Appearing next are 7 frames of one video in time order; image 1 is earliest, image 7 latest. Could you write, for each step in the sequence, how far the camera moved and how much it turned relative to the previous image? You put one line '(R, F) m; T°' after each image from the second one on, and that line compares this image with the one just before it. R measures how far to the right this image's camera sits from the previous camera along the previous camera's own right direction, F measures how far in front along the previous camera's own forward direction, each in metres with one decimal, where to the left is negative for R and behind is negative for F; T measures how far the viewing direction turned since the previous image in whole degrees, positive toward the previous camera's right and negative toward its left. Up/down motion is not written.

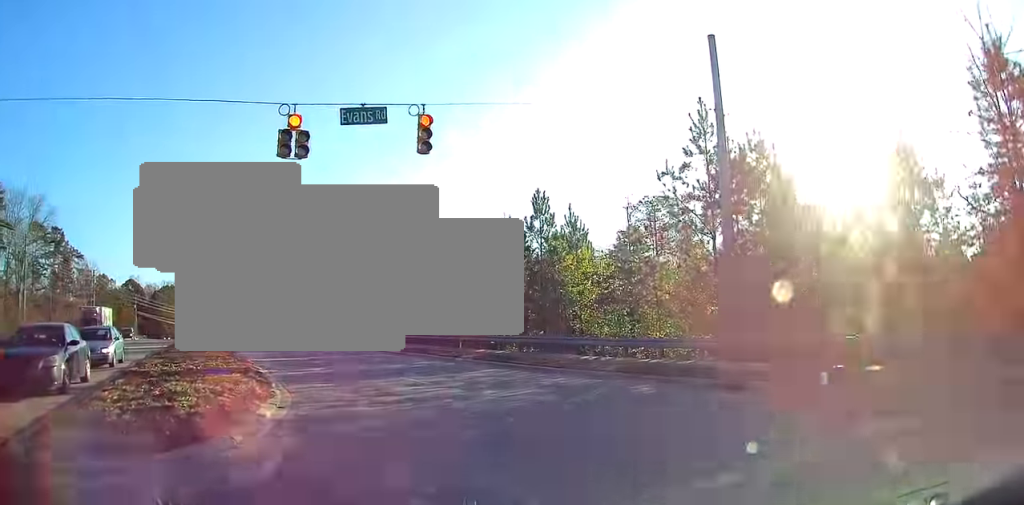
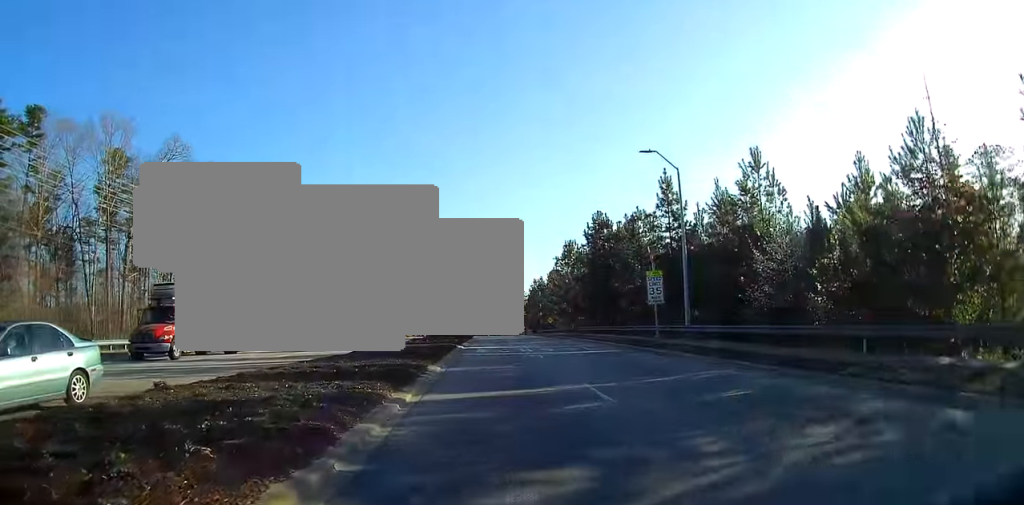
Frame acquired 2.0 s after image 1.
(-4.4, +17.2) m; -25°
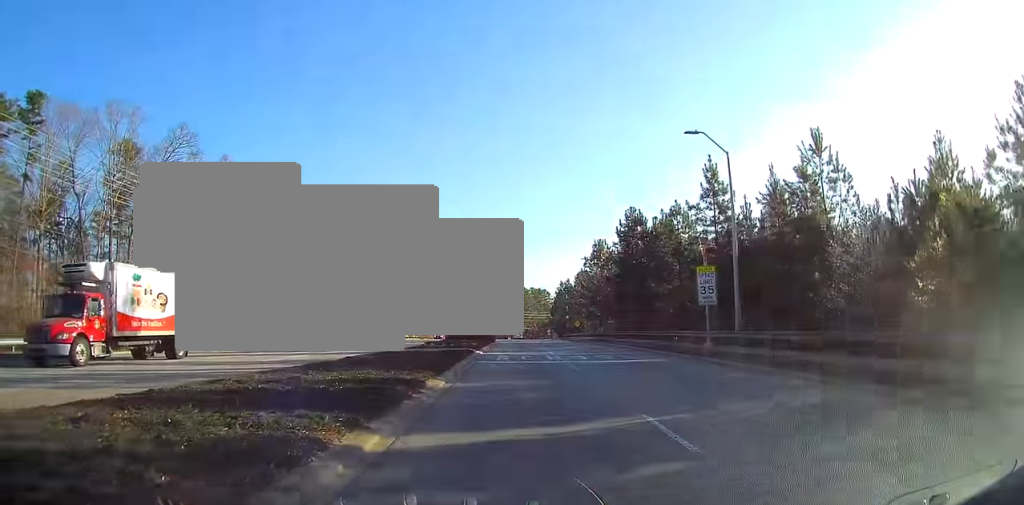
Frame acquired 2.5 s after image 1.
(-0.1, +4.5) m; -4°
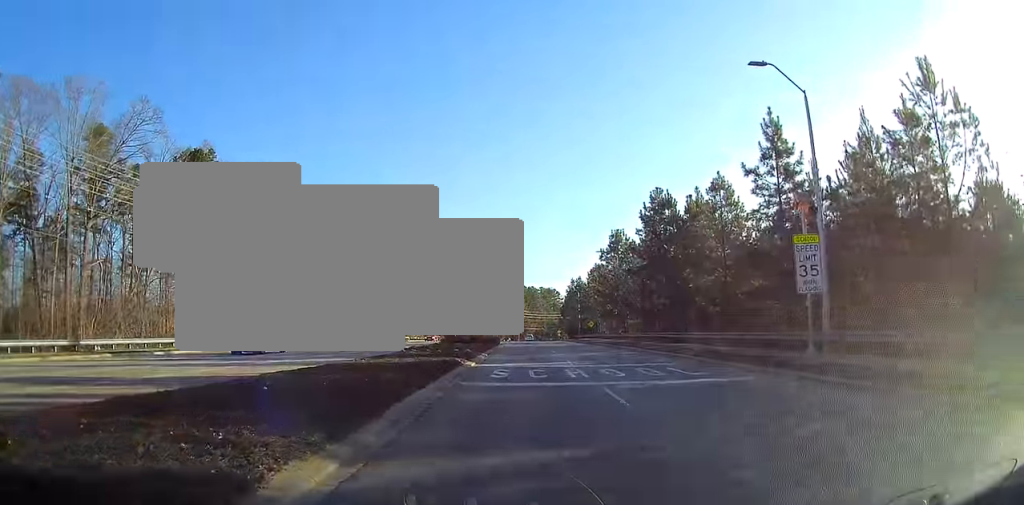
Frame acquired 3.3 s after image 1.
(-0.4, +9.2) m; -1°
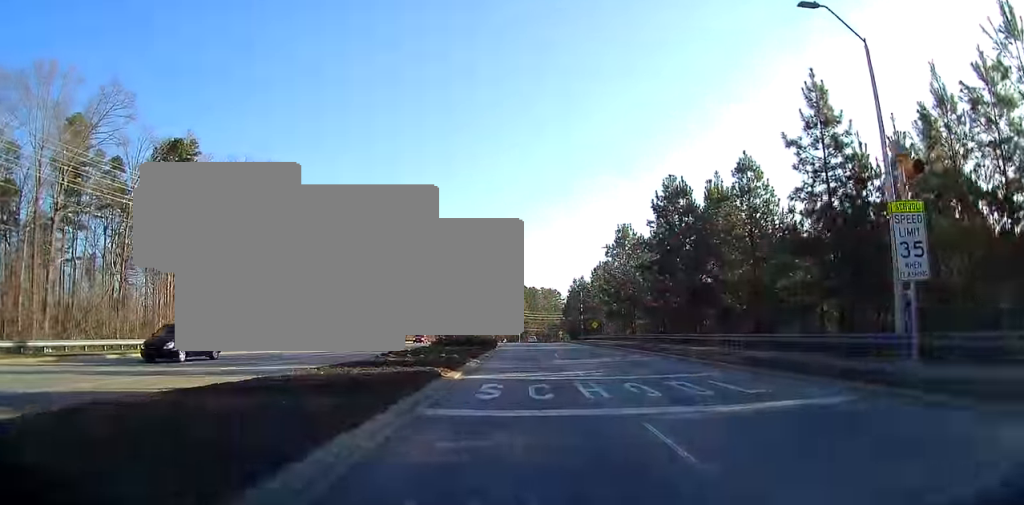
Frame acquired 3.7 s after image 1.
(0.0, +5.0) m; 0°
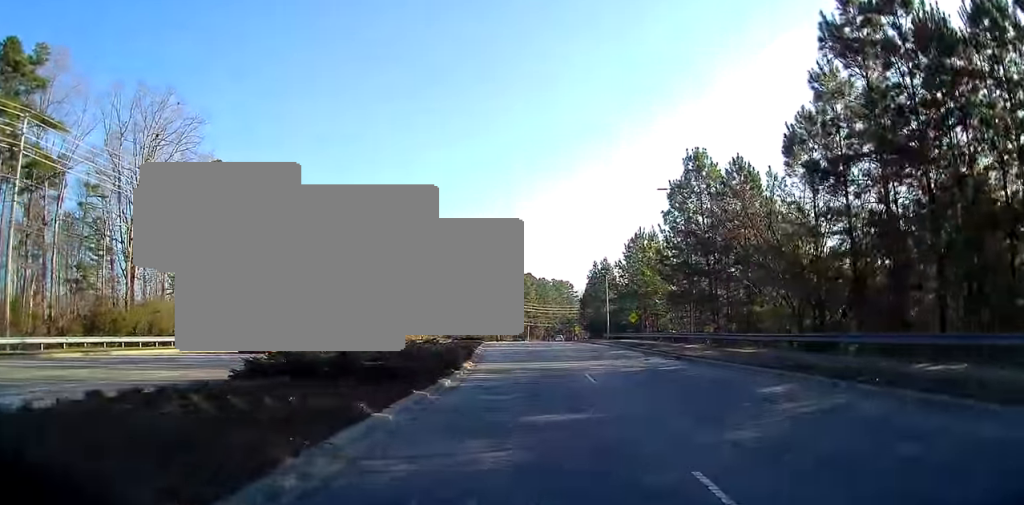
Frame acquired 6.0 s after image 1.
(-0.1, +28.5) m; 0°
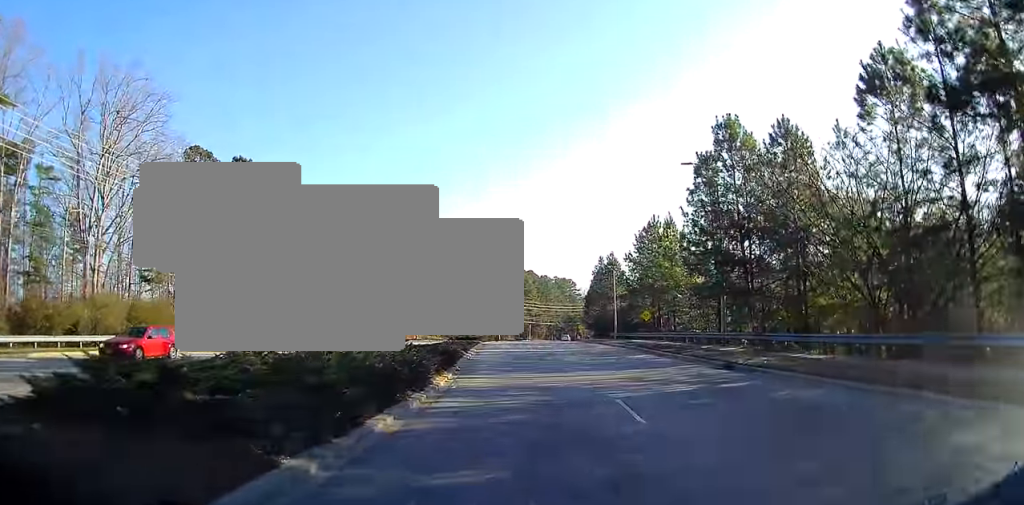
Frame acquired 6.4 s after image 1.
(0.0, +6.6) m; +1°
